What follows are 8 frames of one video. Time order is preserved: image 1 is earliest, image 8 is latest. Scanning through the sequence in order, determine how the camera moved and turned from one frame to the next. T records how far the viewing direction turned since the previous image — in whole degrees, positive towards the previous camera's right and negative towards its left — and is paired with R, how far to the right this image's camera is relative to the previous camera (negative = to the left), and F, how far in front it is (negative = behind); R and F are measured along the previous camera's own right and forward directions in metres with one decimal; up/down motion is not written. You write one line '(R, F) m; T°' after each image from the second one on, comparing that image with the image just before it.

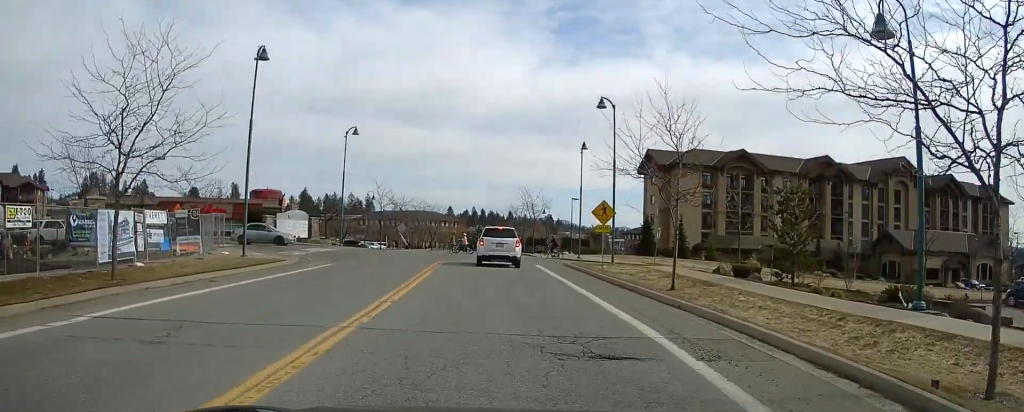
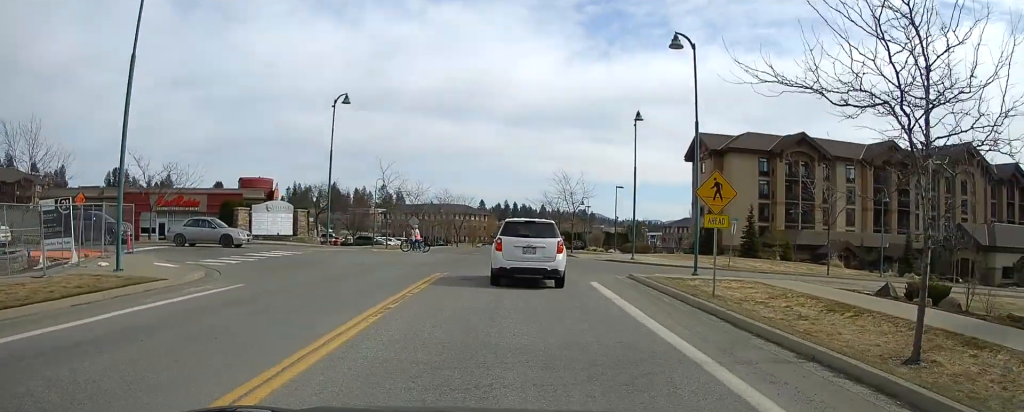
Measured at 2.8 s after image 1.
(-0.7, +13.2) m; -3°
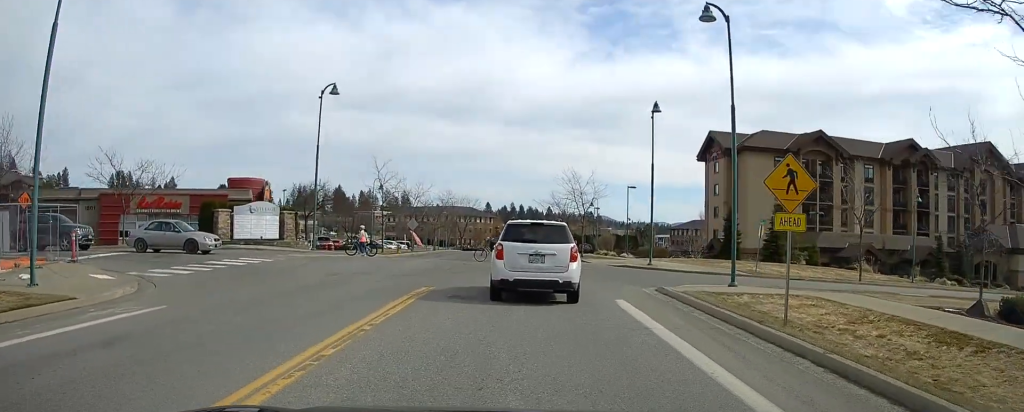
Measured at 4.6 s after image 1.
(0.0, +6.2) m; -1°
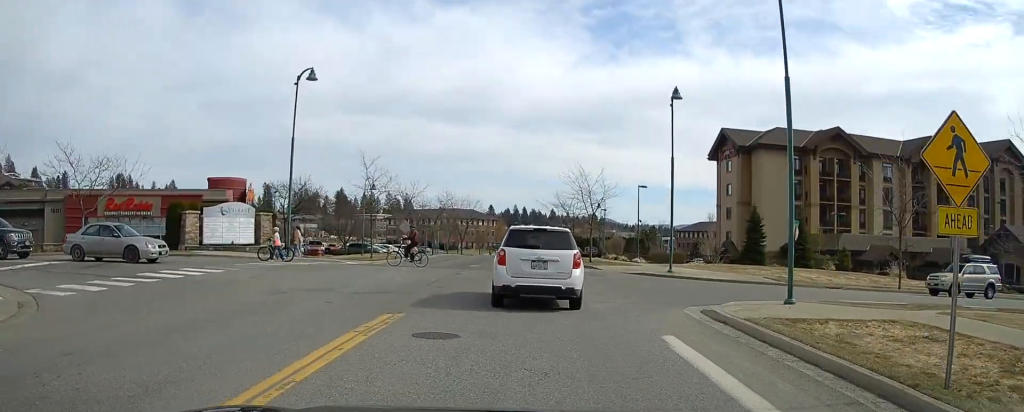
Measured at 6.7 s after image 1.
(-0.1, +6.4) m; +2°
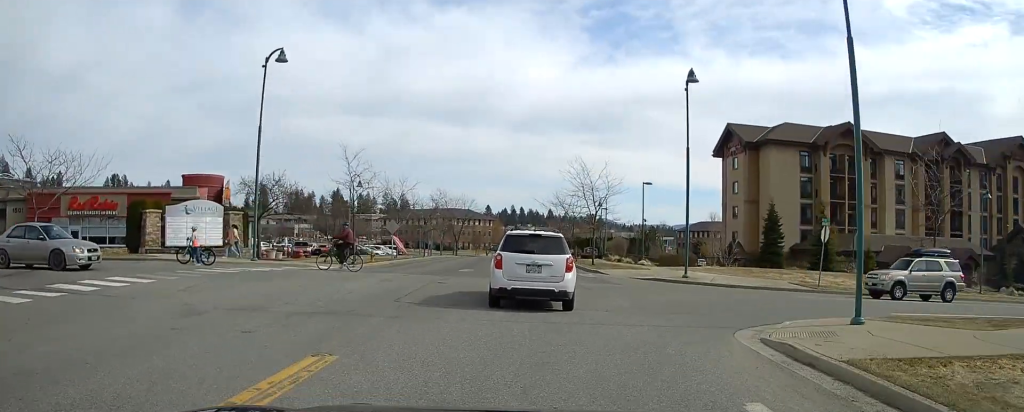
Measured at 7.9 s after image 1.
(+0.2, +4.0) m; +2°
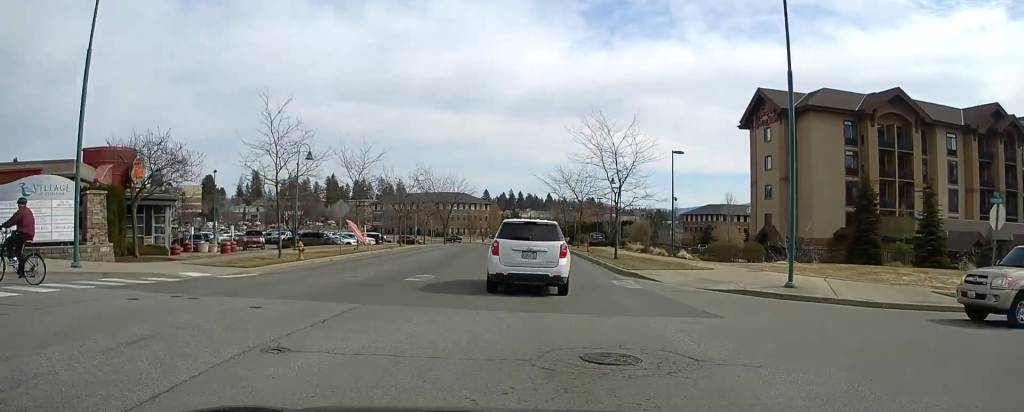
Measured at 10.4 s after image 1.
(-0.2, +11.6) m; -2°
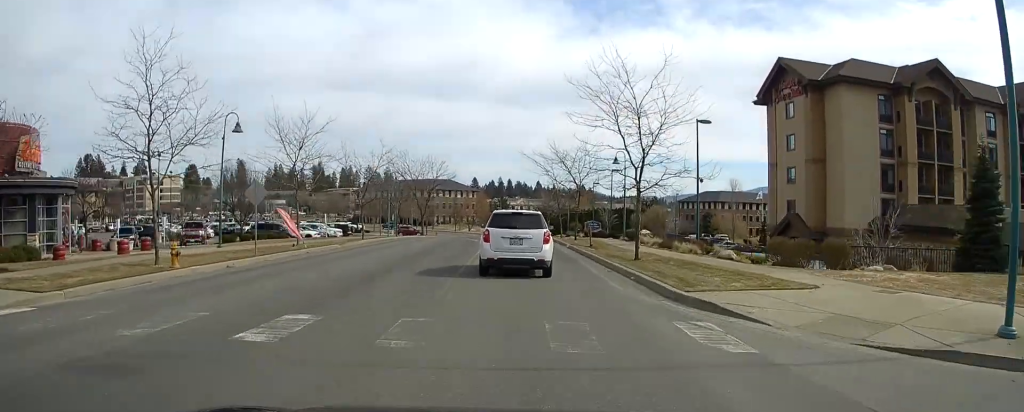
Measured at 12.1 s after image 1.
(-0.2, +9.7) m; -1°
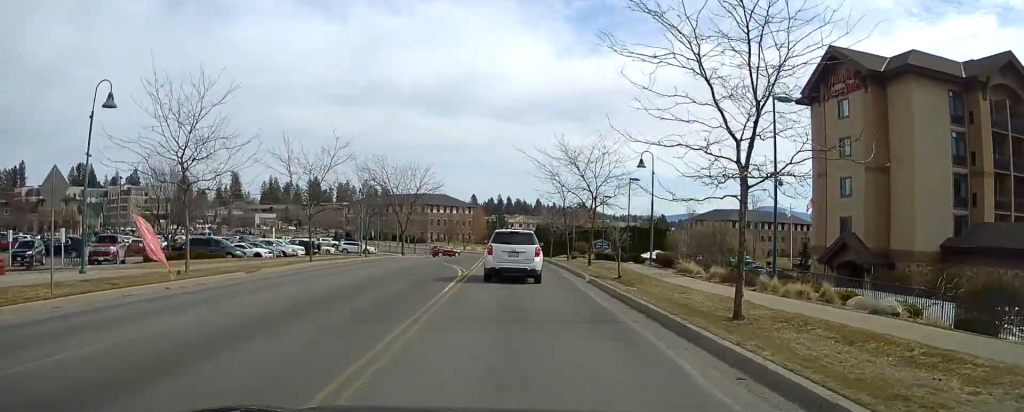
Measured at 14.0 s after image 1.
(0.0, +13.7) m; 0°
